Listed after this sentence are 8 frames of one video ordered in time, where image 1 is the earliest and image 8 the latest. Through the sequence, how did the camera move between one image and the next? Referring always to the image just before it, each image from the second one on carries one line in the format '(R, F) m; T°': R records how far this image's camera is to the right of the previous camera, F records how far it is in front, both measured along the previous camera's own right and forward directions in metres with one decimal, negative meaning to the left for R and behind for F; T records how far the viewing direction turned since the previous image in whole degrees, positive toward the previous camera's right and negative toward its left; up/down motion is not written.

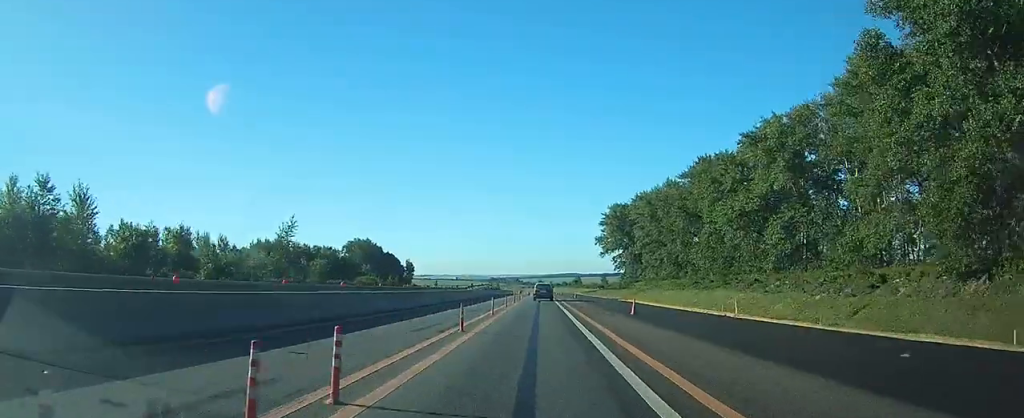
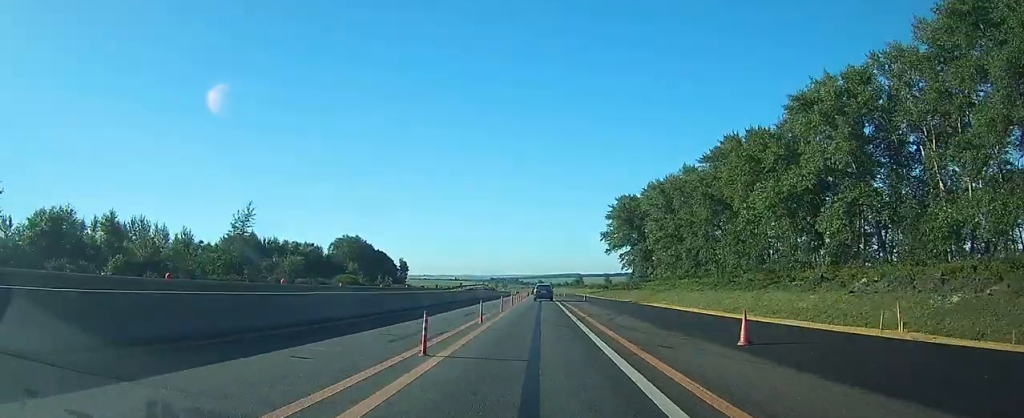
(0.0, +14.9) m; 0°
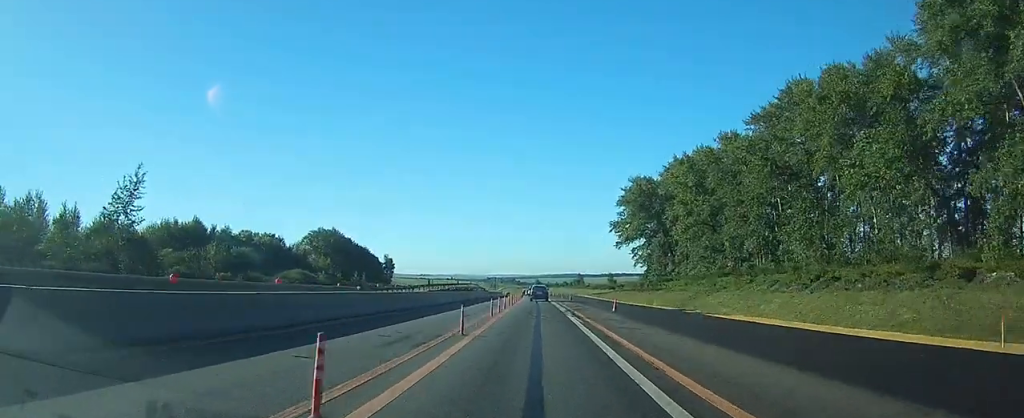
(0.0, +24.4) m; 0°
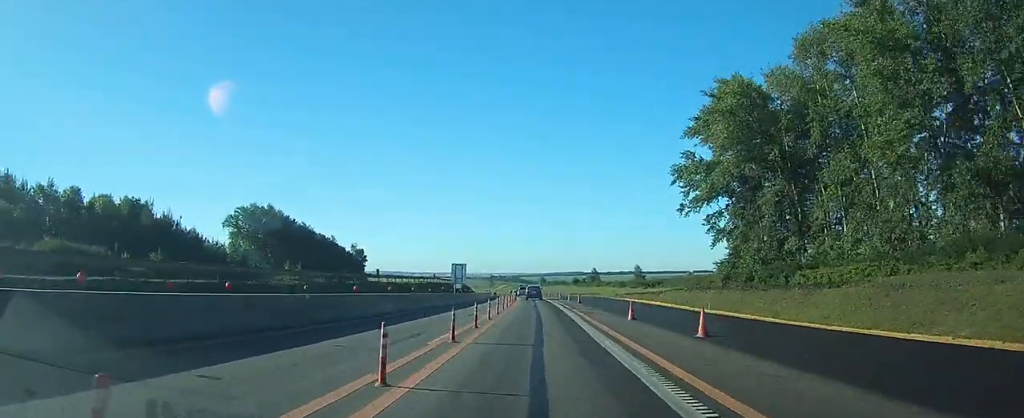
(+0.2, +55.7) m; 0°
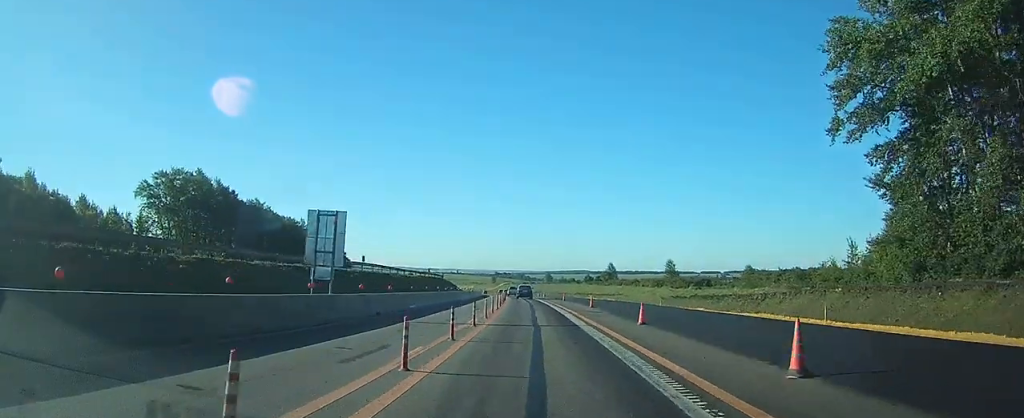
(-0.1, +38.9) m; -1°
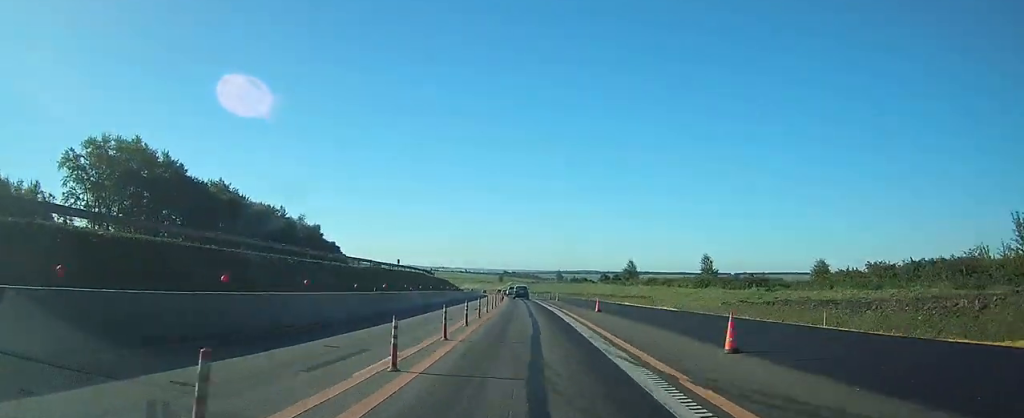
(-0.1, +24.8) m; -1°
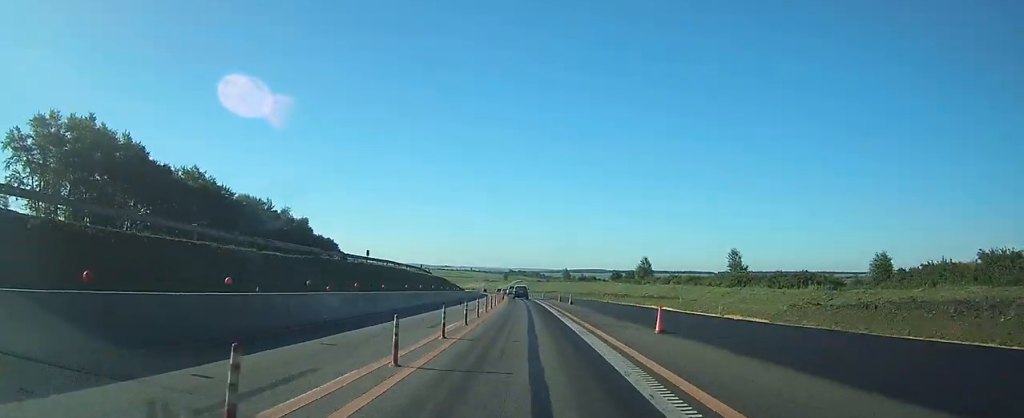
(-0.1, +14.3) m; -1°
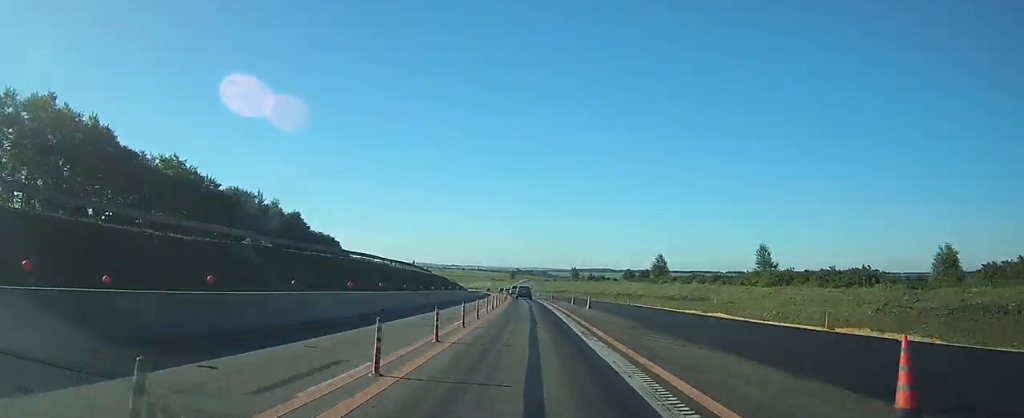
(0.0, +10.9) m; 0°
